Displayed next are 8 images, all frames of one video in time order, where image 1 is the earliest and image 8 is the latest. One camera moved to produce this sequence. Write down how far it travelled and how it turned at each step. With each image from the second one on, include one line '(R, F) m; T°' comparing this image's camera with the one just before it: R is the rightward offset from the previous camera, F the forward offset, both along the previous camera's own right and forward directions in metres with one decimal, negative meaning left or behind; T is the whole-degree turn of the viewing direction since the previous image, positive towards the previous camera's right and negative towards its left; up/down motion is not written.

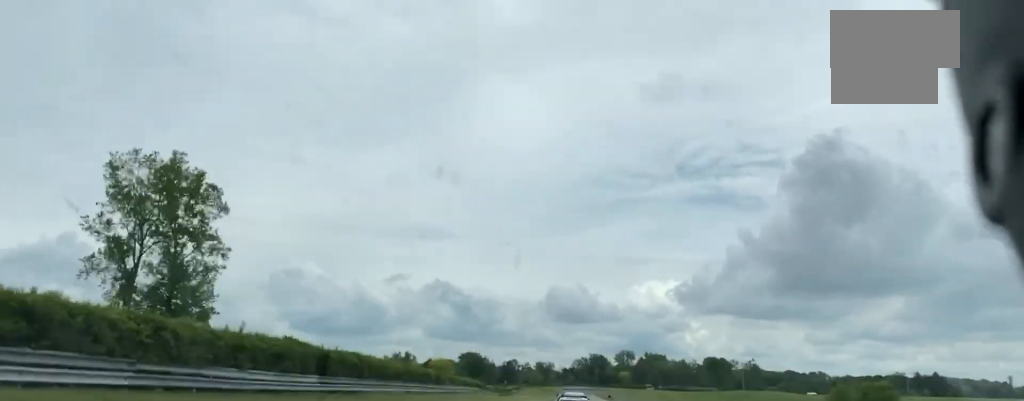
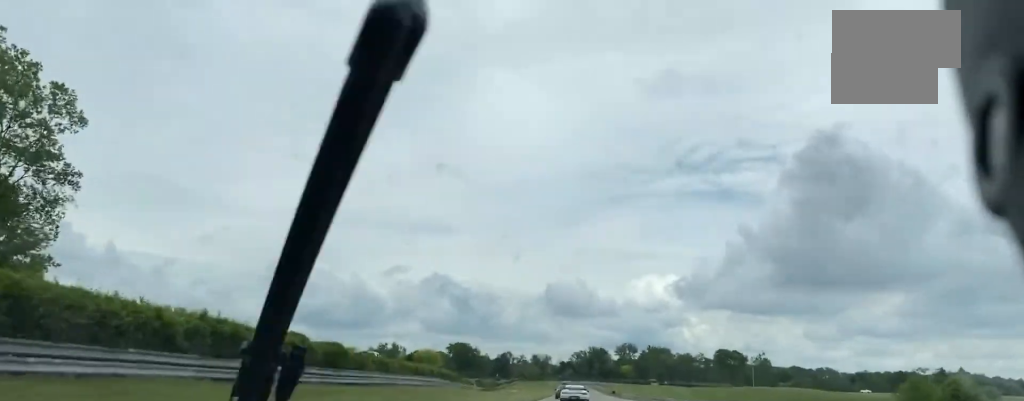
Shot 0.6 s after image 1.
(+0.5, +30.5) m; +1°
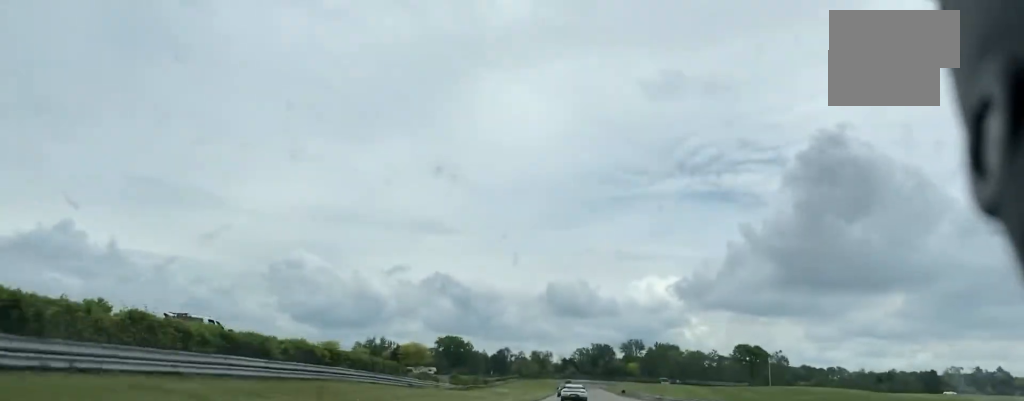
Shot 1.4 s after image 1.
(+0.2, +34.9) m; +1°
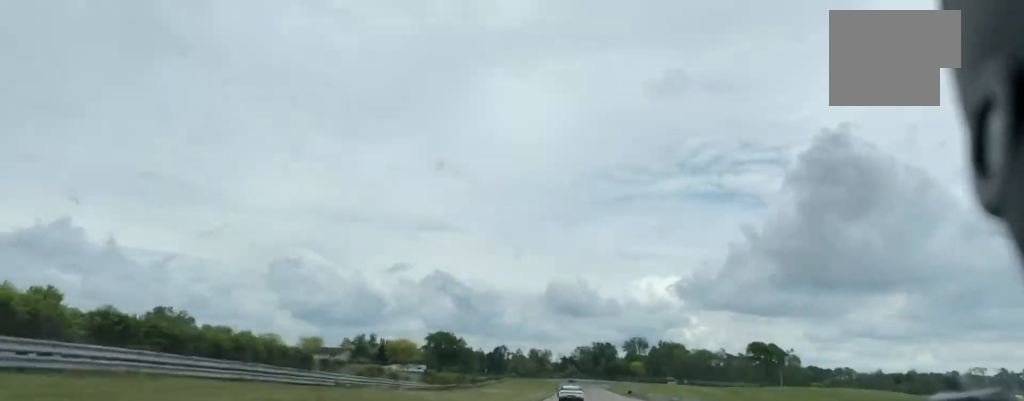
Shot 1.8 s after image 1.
(0.0, +20.4) m; 0°
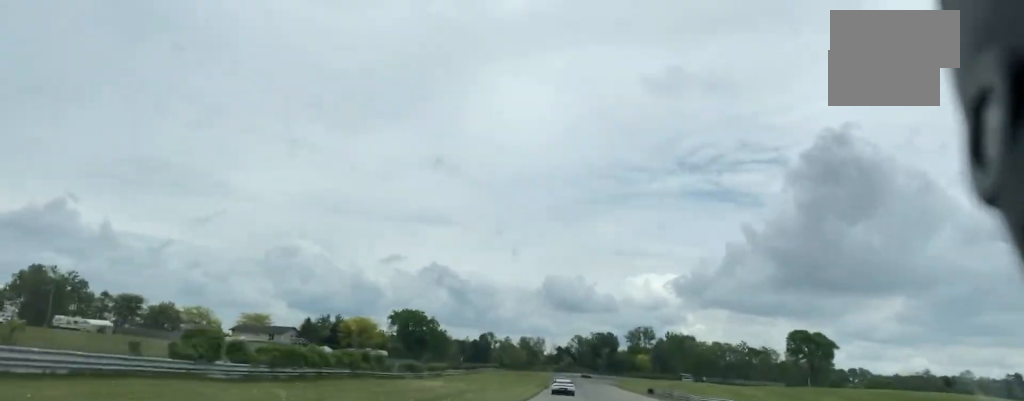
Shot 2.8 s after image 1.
(+0.2, +52.9) m; 0°
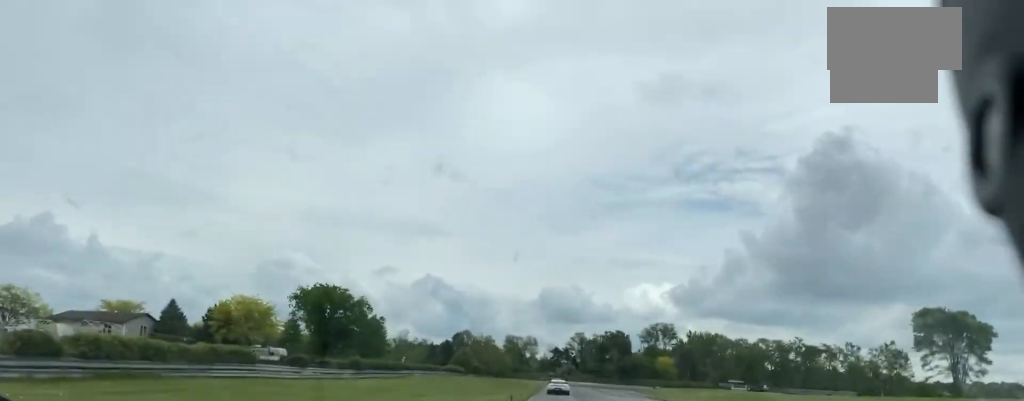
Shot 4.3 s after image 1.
(-0.3, +74.5) m; 0°
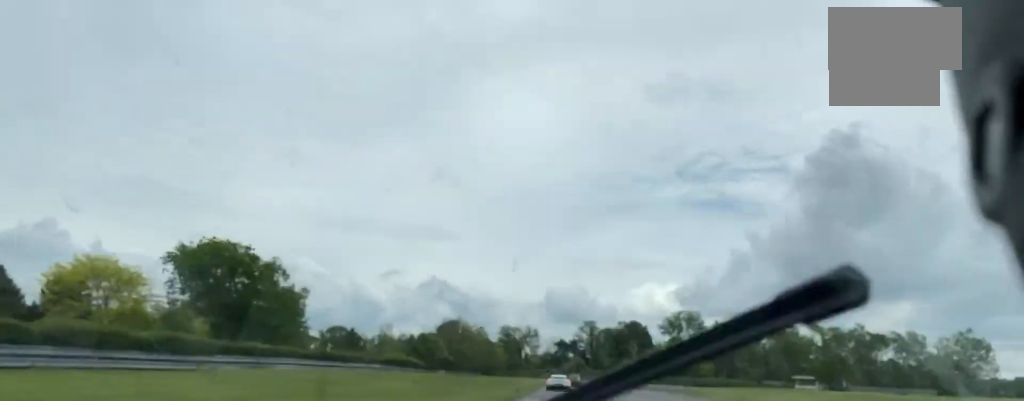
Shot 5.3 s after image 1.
(-0.2, +45.7) m; 0°
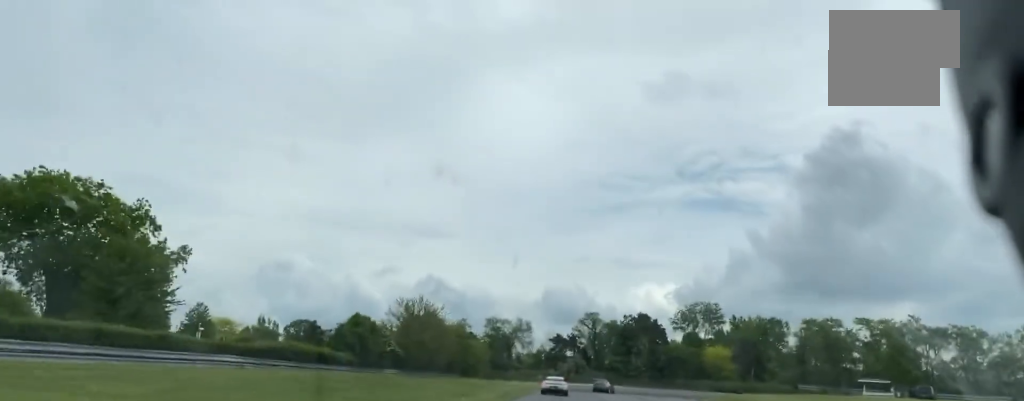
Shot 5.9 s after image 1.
(+0.2, +30.7) m; 0°
